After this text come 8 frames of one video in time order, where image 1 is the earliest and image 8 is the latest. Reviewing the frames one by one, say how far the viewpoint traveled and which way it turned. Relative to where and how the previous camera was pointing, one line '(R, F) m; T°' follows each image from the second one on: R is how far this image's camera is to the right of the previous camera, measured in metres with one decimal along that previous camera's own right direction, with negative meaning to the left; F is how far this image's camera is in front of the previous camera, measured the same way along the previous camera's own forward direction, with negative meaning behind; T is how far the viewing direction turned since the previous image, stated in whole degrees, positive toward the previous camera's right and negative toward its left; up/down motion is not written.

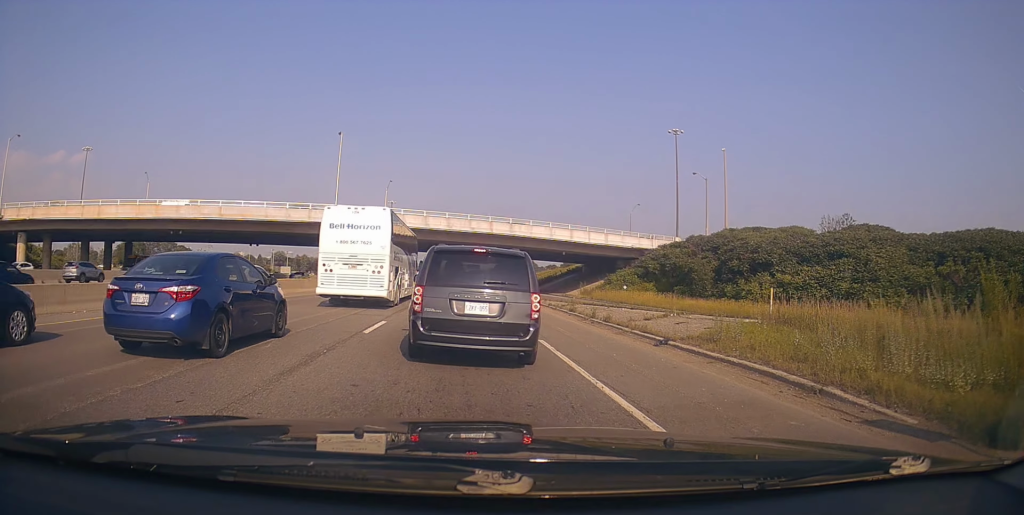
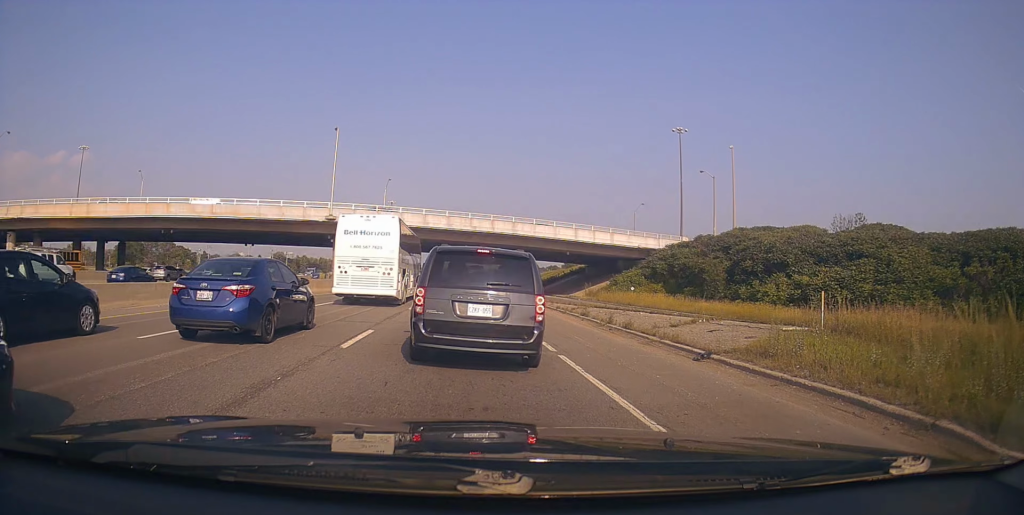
(0.0, +2.6) m; 0°
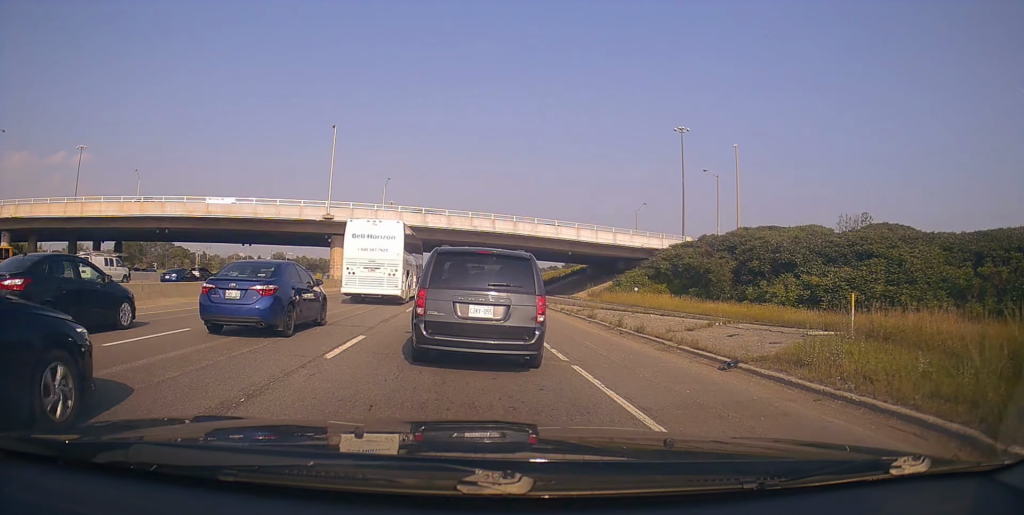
(0.0, +1.3) m; 0°
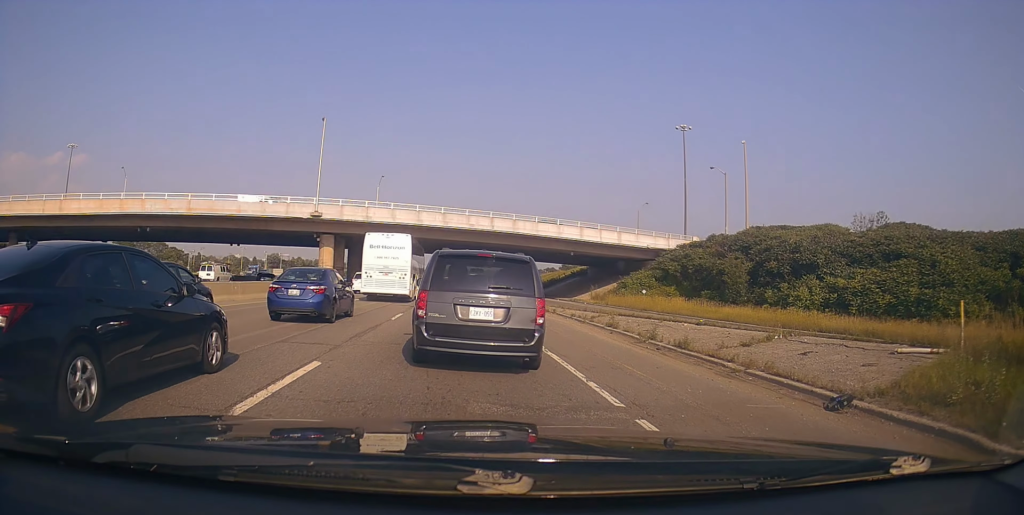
(0.0, +3.6) m; 0°
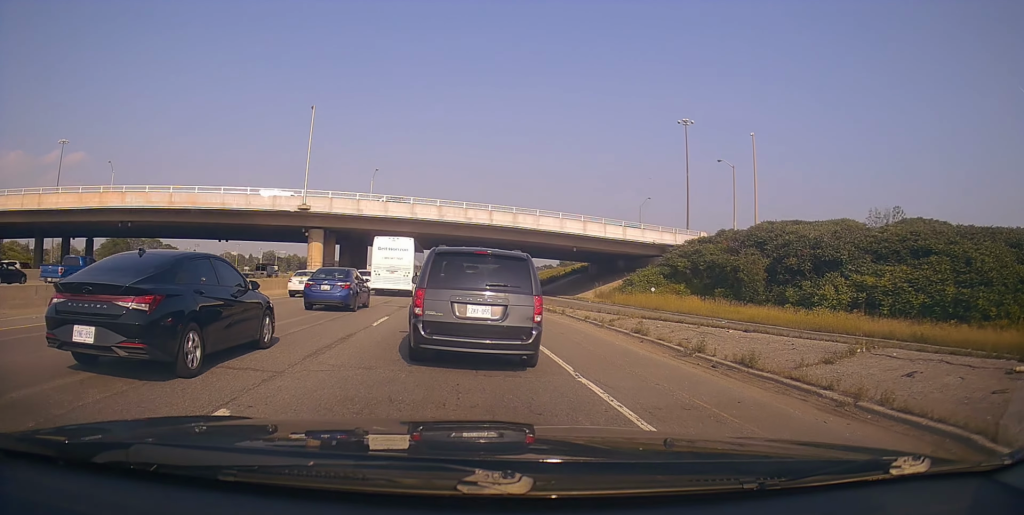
(0.0, +2.9) m; 0°
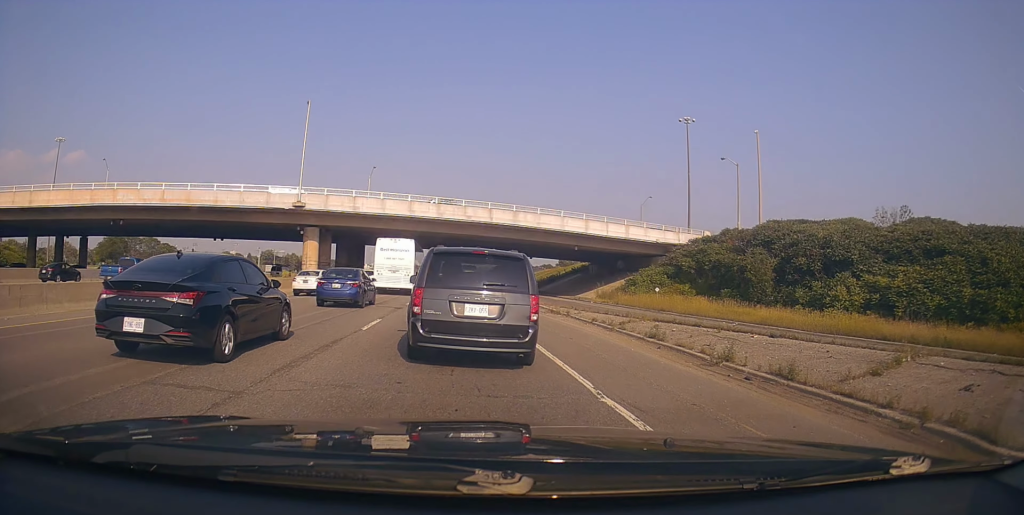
(0.0, +1.3) m; 0°
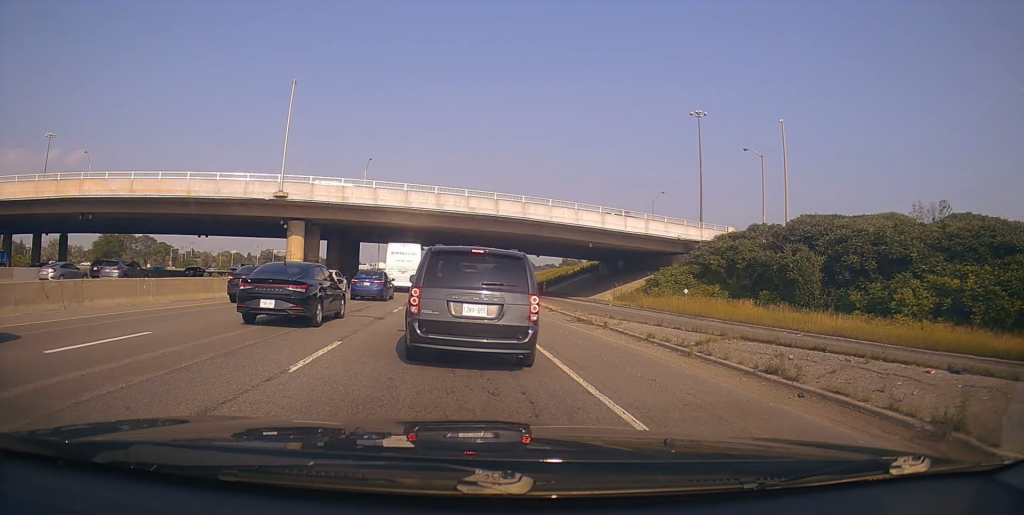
(0.0, +5.0) m; 0°
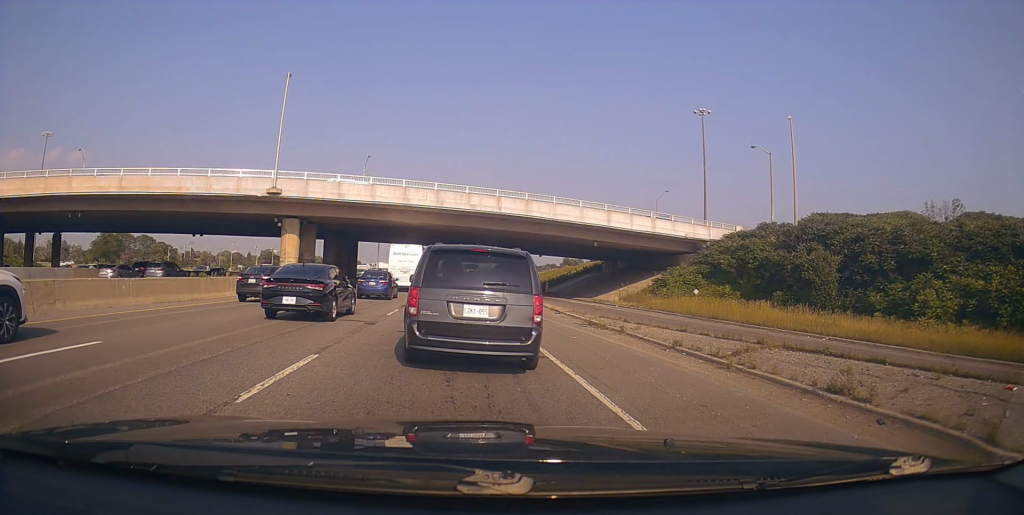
(0.0, +1.6) m; 0°
